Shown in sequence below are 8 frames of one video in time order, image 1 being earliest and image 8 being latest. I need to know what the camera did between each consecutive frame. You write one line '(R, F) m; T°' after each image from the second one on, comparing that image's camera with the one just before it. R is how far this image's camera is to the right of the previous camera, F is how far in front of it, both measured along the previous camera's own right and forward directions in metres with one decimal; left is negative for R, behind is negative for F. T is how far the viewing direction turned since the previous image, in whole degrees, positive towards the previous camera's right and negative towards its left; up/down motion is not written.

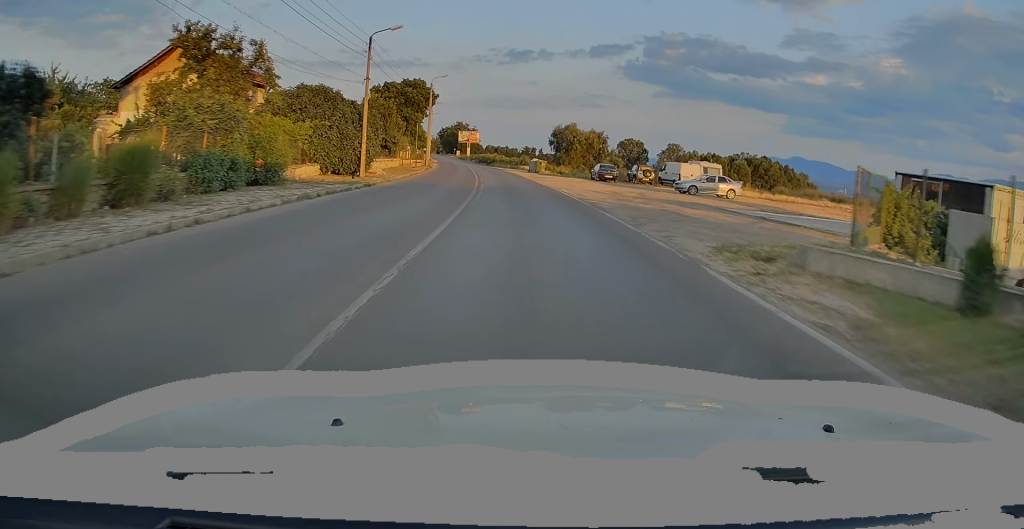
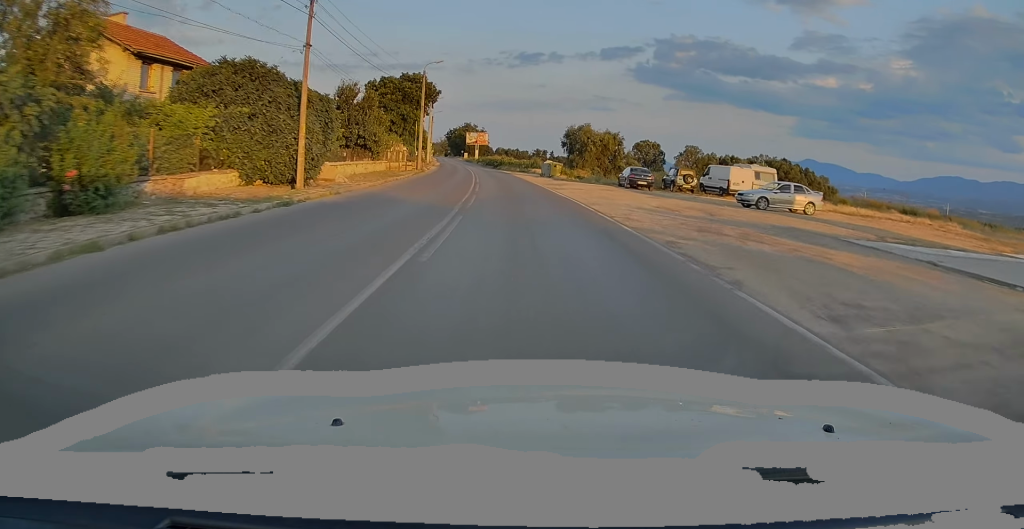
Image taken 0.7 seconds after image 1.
(-0.1, +10.6) m; 0°
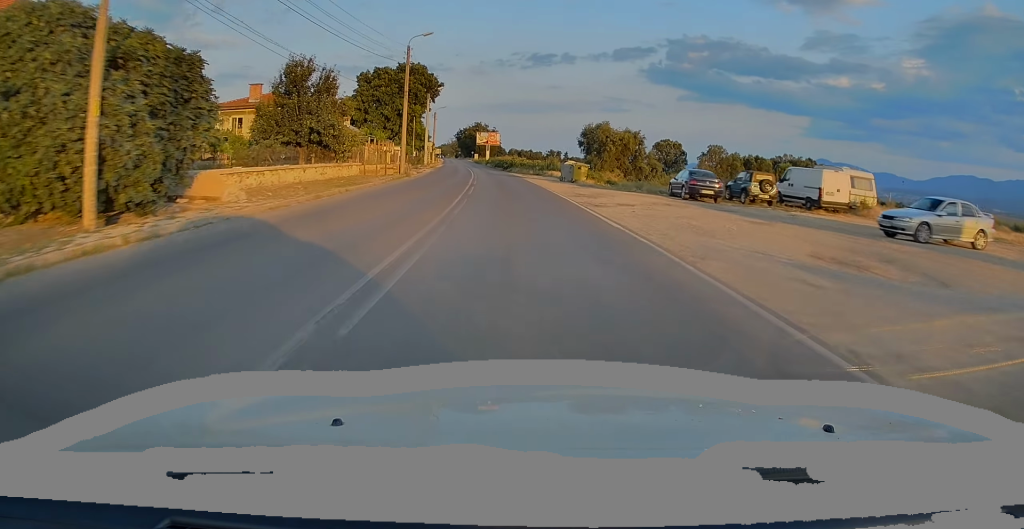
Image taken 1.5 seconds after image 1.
(0.0, +12.3) m; -1°
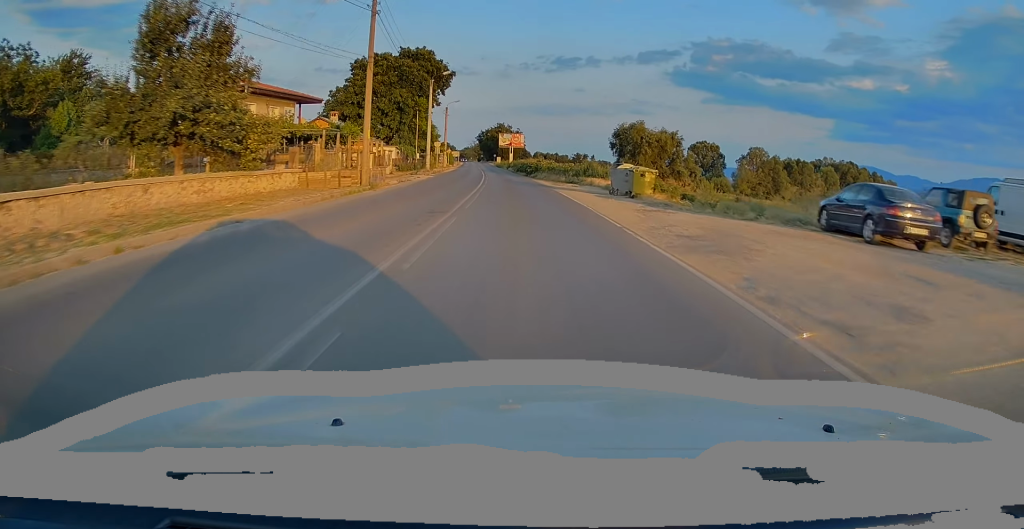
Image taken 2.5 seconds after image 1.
(-0.2, +14.9) m; -2°
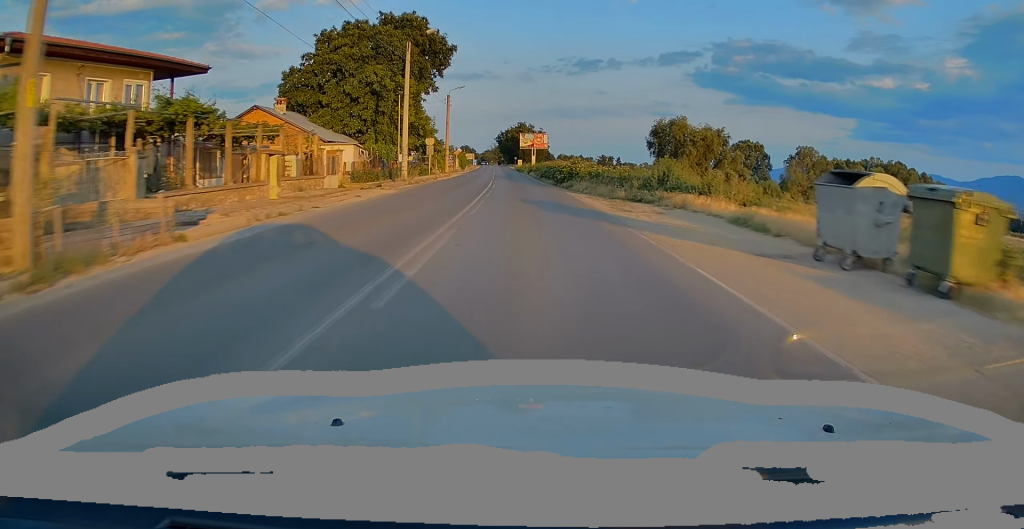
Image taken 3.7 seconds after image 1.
(-0.5, +19.6) m; -1°
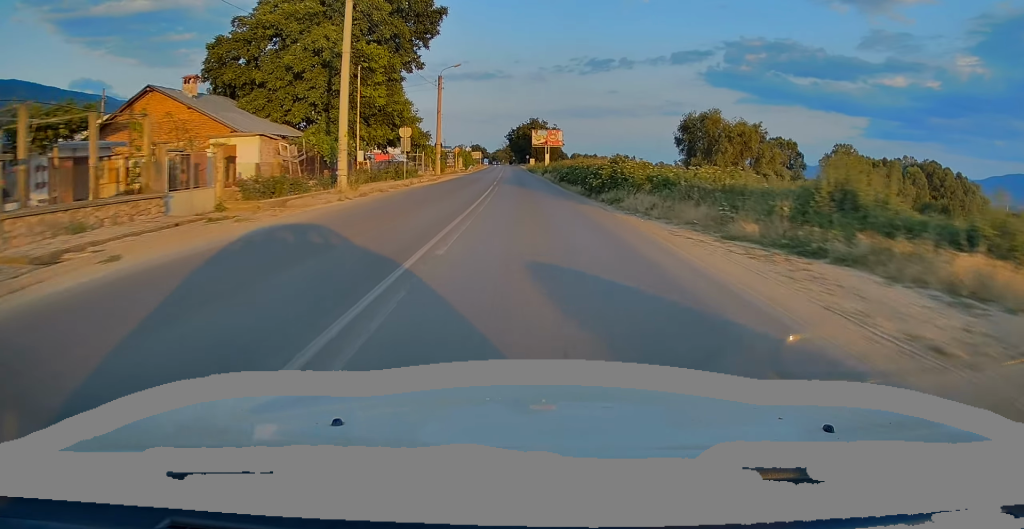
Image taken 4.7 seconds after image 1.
(0.0, +14.7) m; 0°
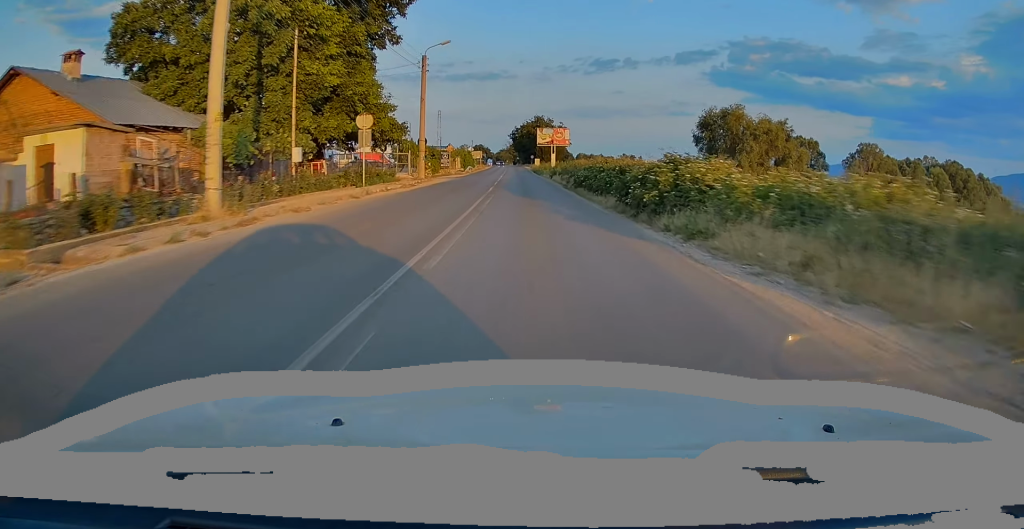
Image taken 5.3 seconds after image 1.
(-0.1, +10.1) m; 0°
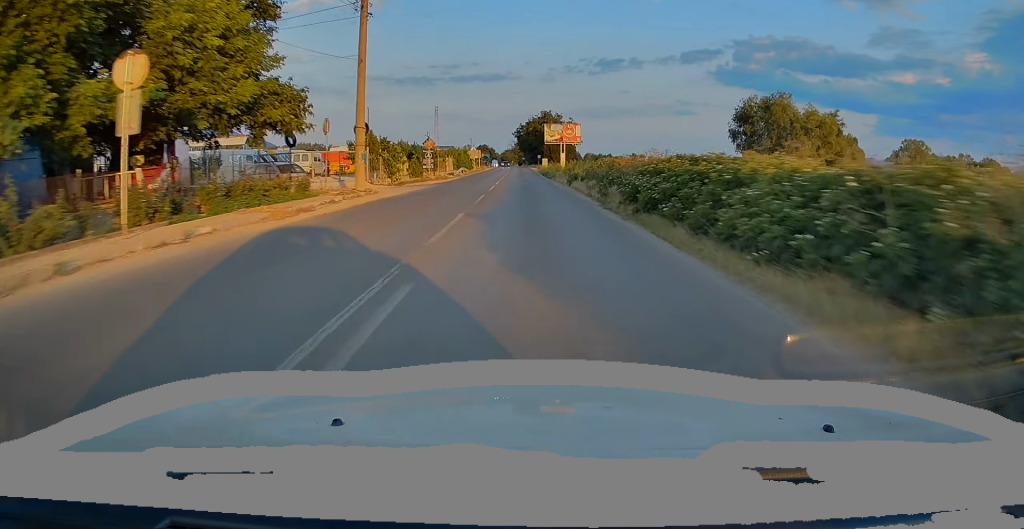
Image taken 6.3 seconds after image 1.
(0.0, +16.7) m; -1°
